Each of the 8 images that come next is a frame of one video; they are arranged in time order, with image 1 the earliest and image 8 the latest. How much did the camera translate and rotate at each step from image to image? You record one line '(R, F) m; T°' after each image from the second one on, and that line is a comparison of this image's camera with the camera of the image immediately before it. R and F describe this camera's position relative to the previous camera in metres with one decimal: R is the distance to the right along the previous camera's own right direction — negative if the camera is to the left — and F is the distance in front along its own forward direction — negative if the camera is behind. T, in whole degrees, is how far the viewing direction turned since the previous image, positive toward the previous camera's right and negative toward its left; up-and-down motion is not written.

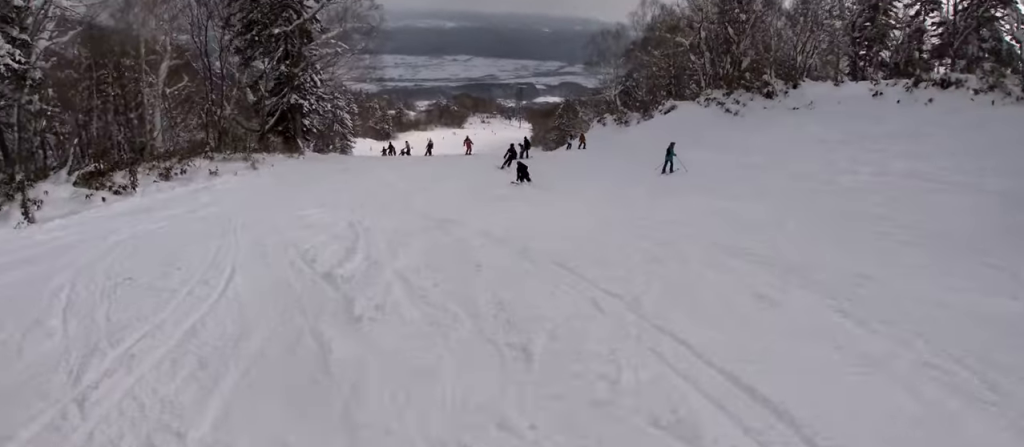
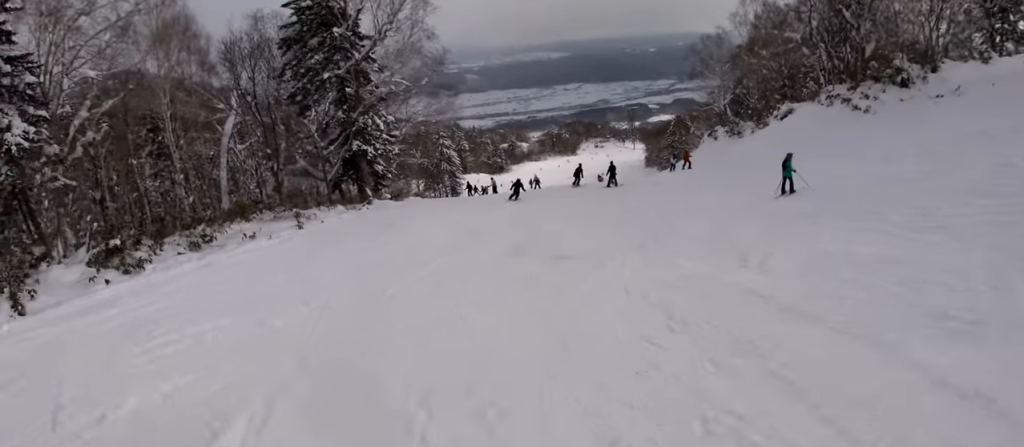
(+0.7, +5.5) m; -11°
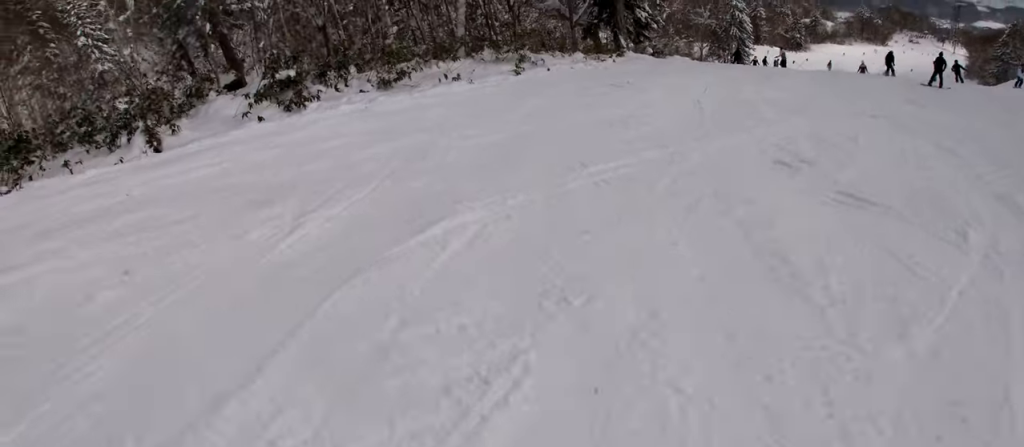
(-1.1, +5.6) m; -11°
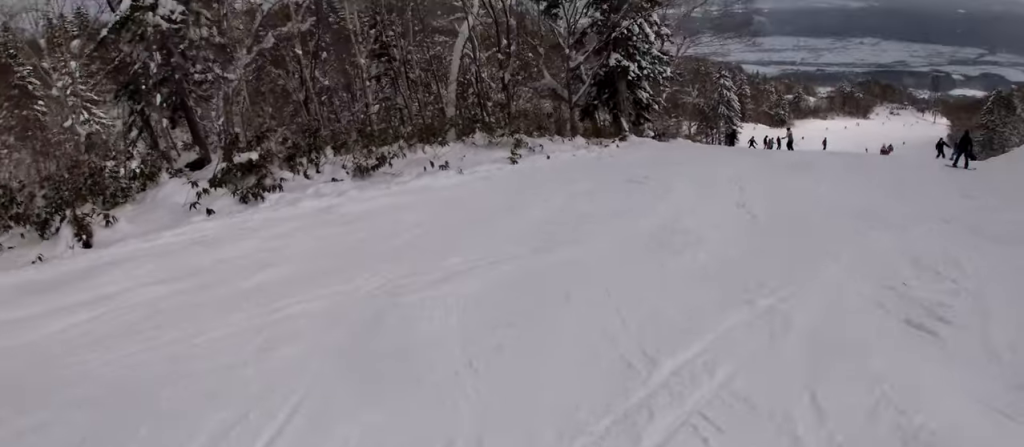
(0.0, +3.2) m; +8°
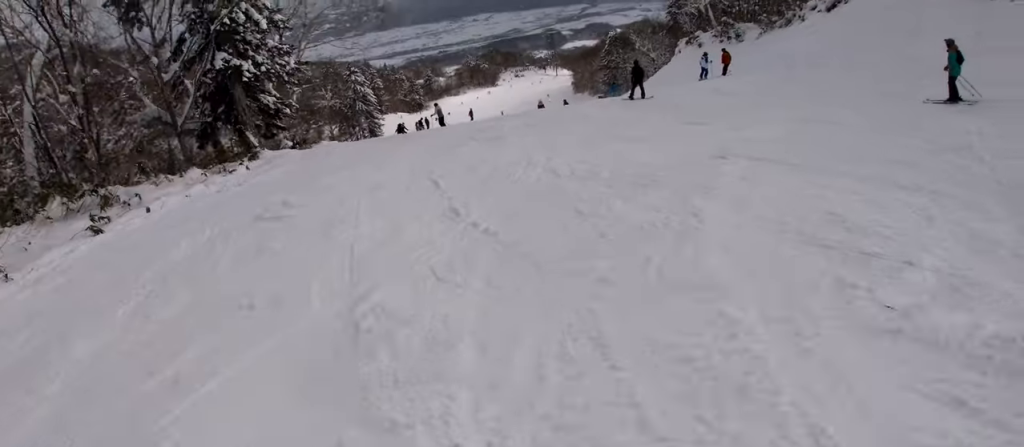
(+0.7, +4.5) m; +10°
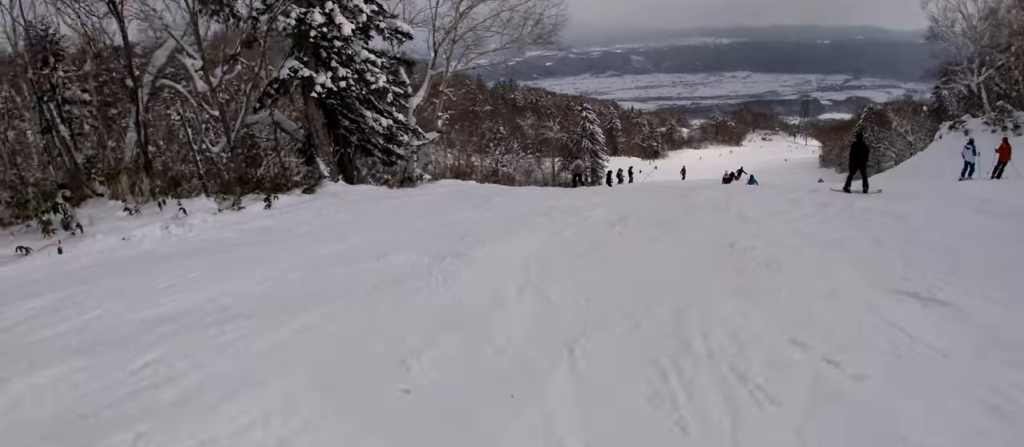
(-0.7, +7.2) m; -17°
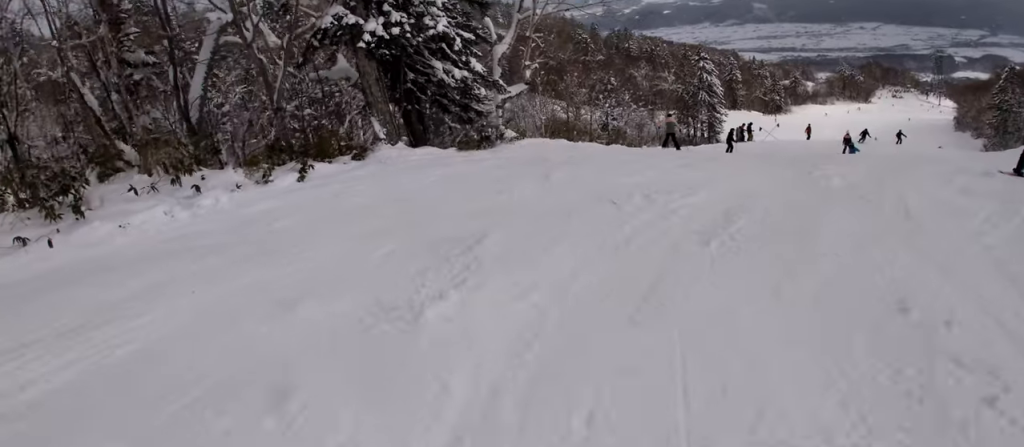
(-0.1, +2.9) m; -1°
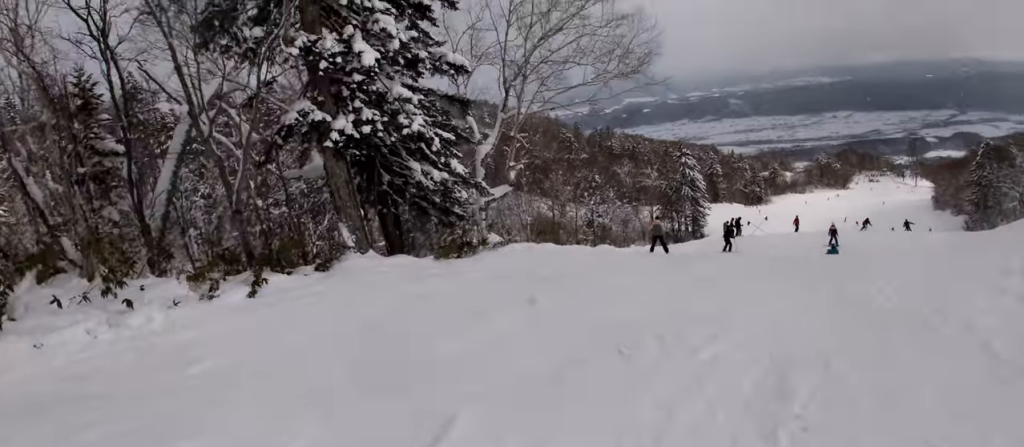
(0.0, +2.0) m; +2°
